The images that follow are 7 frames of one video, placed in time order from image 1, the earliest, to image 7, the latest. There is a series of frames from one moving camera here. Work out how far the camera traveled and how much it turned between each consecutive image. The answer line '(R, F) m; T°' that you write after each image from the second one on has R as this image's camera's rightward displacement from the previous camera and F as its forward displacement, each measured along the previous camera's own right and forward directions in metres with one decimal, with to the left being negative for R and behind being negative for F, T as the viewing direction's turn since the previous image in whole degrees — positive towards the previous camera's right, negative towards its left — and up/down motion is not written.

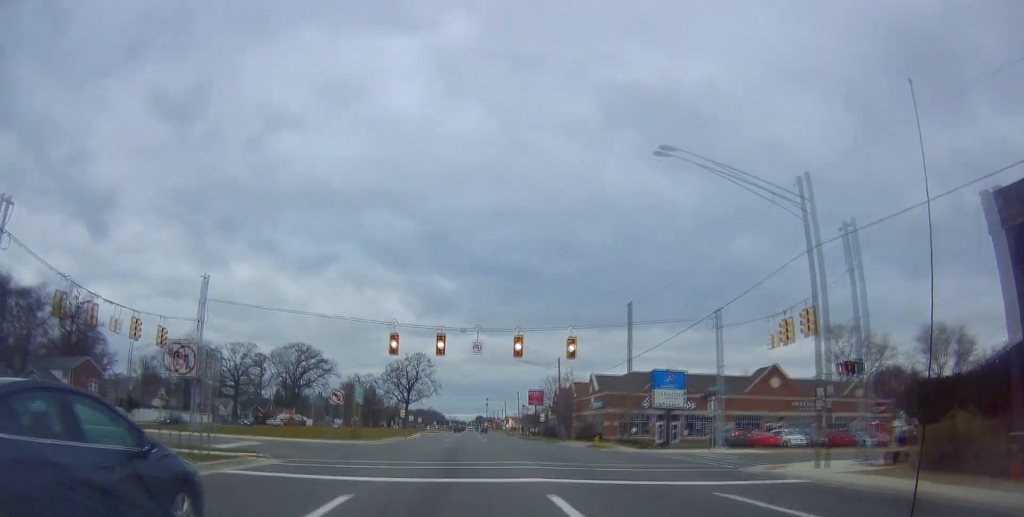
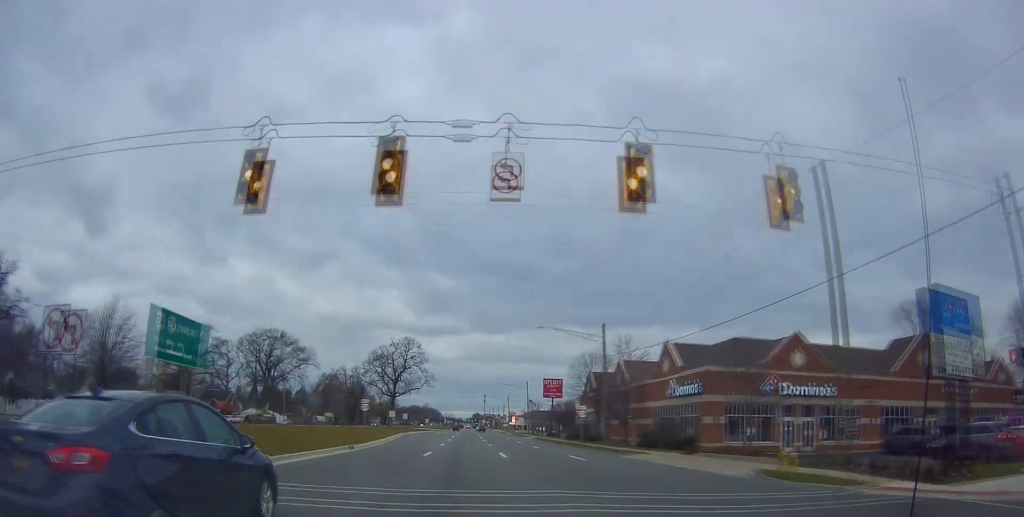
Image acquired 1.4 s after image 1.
(+0.2, +26.8) m; -1°
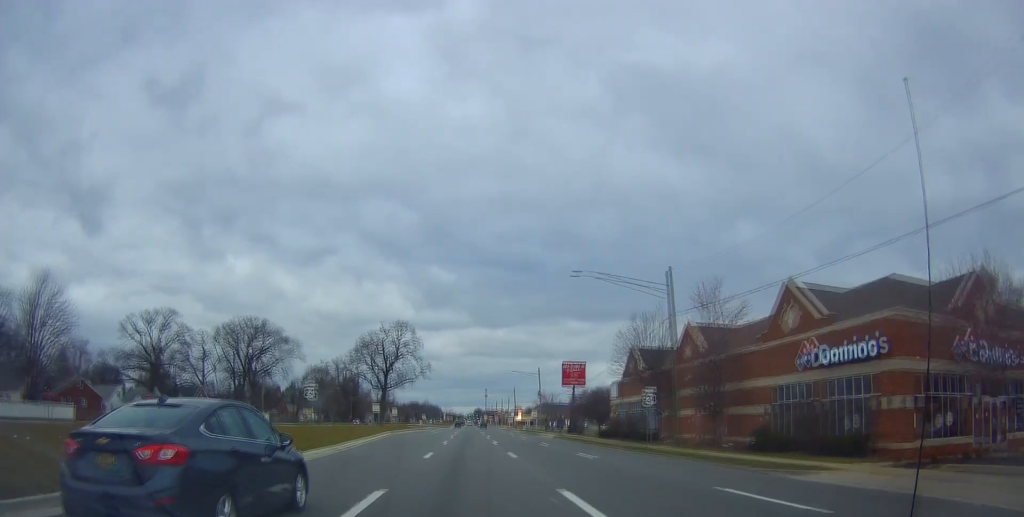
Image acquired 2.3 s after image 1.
(-0.3, +17.4) m; 0°
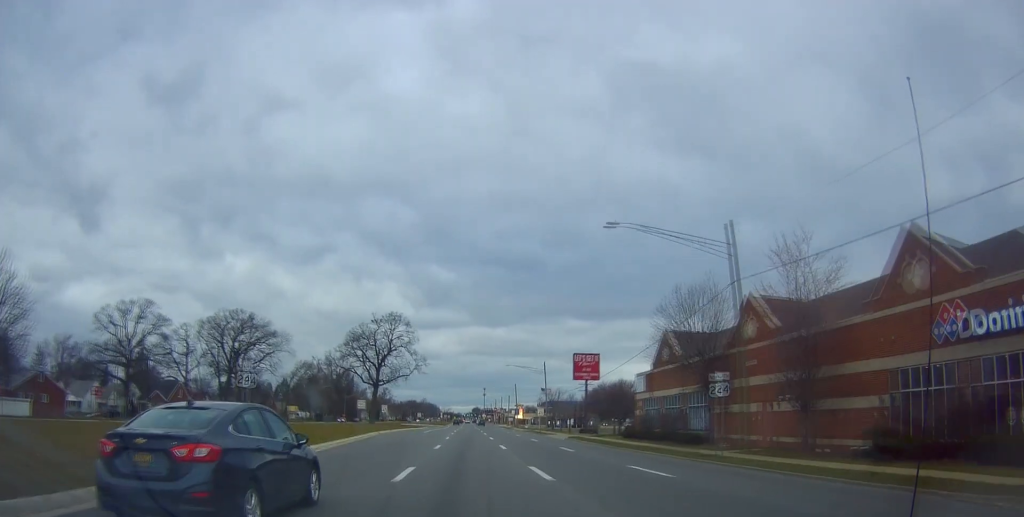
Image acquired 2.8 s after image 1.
(0.0, +9.0) m; 0°
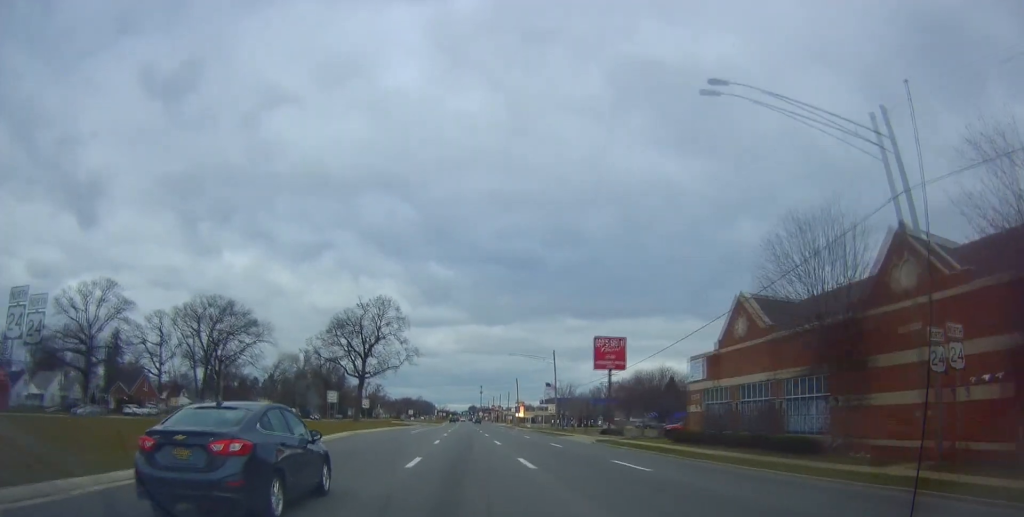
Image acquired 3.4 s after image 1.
(+0.5, +12.2) m; 0°
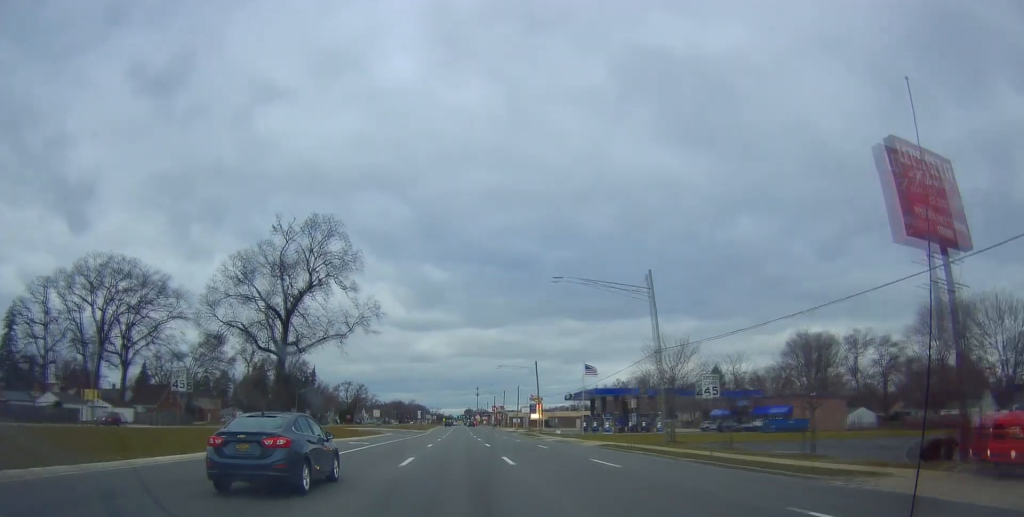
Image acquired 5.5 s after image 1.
(+0.2, +42.0) m; +1°
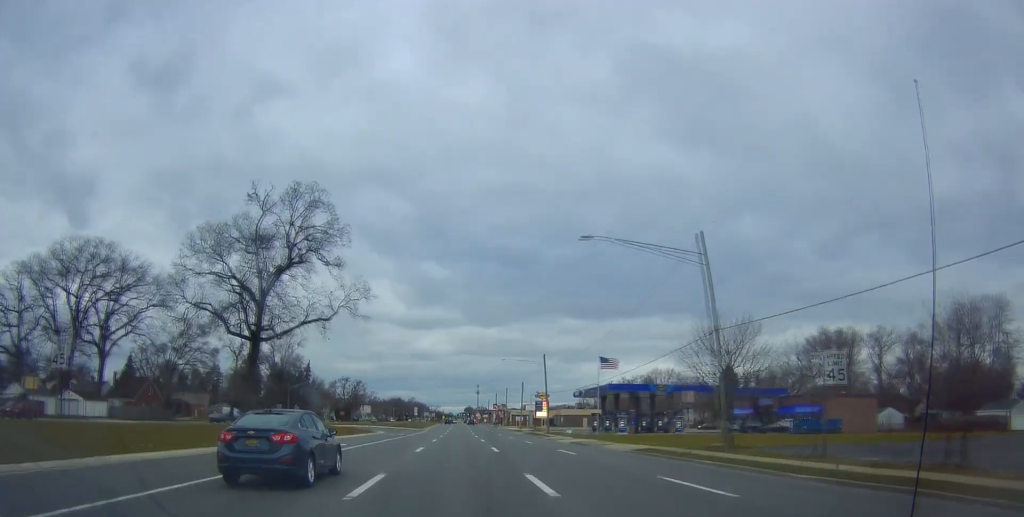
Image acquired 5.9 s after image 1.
(-0.1, +8.1) m; 0°
